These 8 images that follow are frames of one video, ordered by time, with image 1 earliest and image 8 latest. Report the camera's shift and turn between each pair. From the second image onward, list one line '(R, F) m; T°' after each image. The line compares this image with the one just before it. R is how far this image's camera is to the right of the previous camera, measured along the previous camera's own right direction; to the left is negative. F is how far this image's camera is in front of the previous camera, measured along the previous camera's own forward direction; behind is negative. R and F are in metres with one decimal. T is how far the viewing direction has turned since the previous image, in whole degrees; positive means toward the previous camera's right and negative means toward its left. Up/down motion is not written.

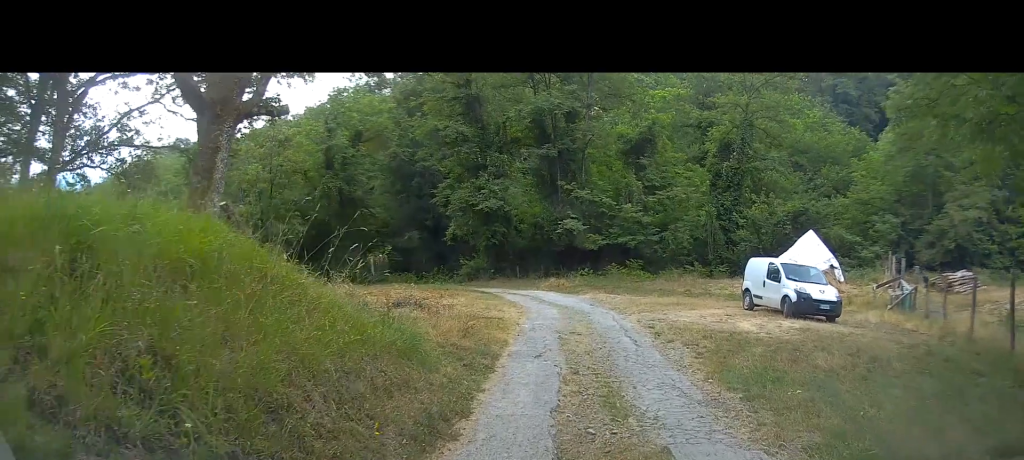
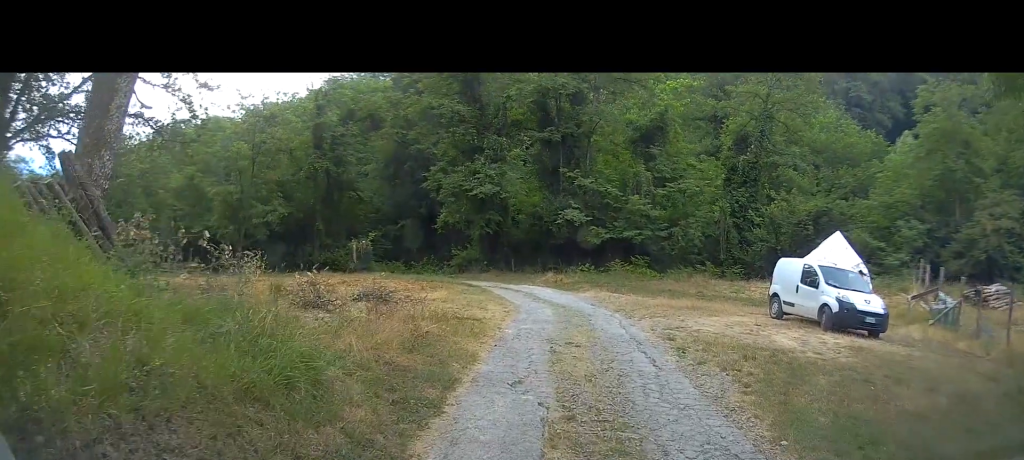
(+0.3, +2.9) m; +9°
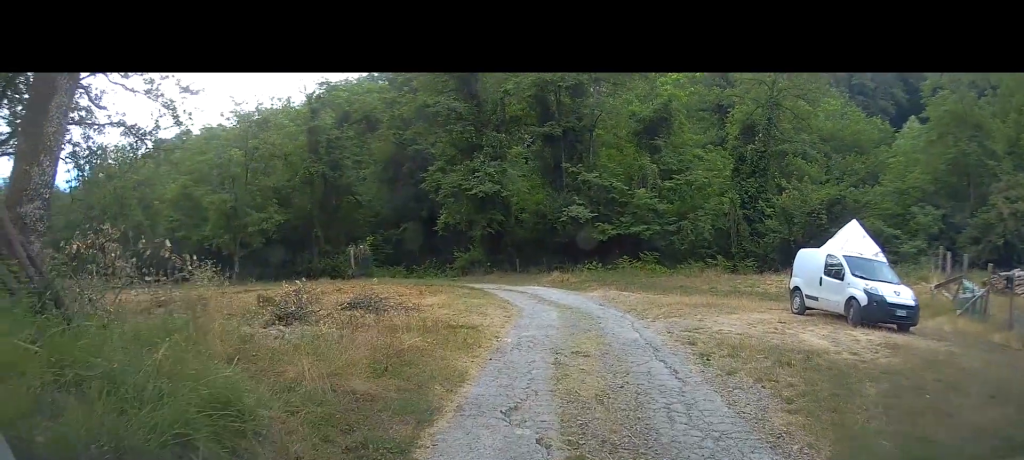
(+0.2, +1.2) m; +1°
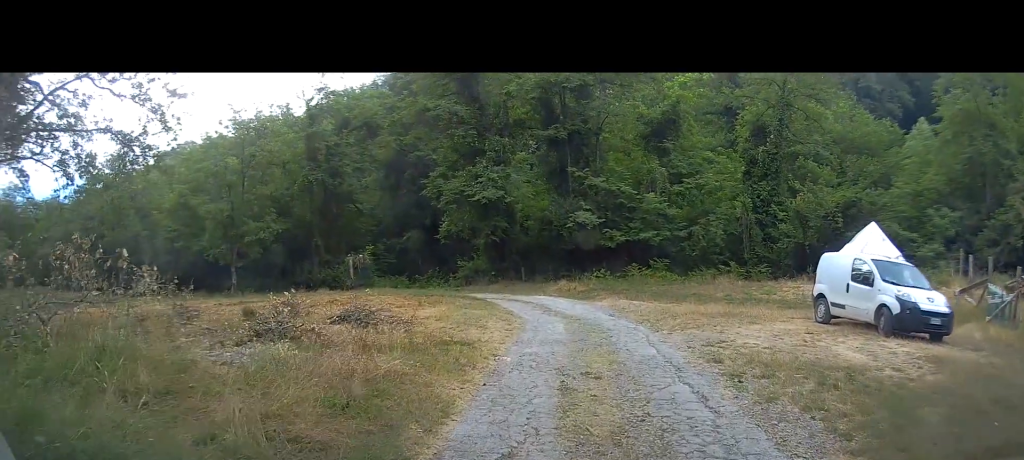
(-0.1, +1.2) m; -6°
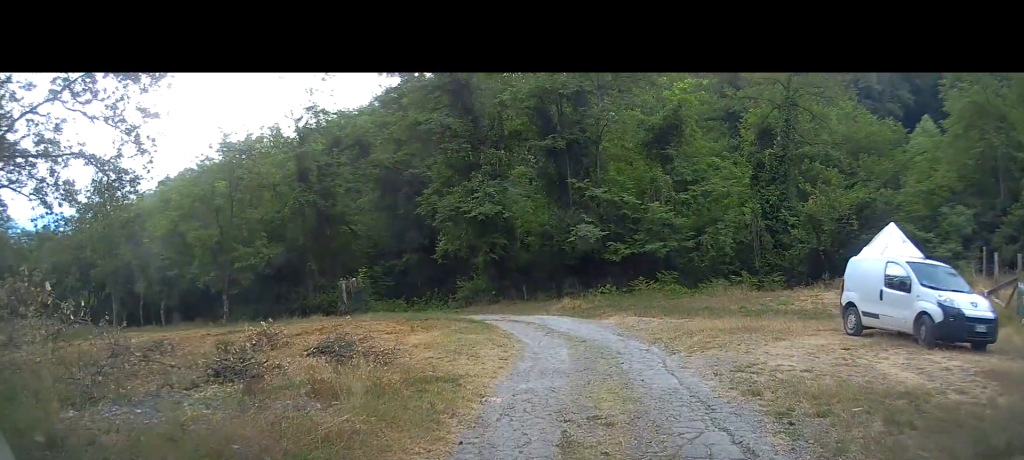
(-0.1, +1.6) m; -5°
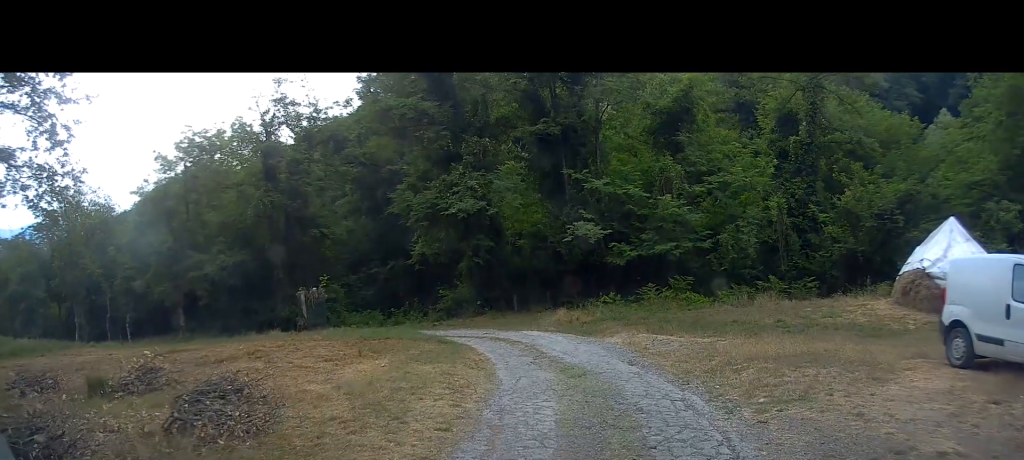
(+0.2, +4.6) m; +10°
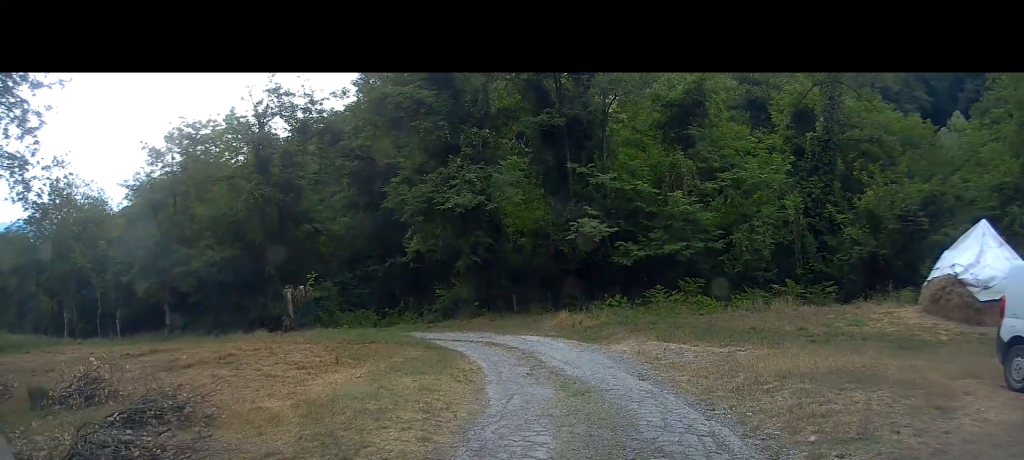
(+0.2, +1.7) m; +3°
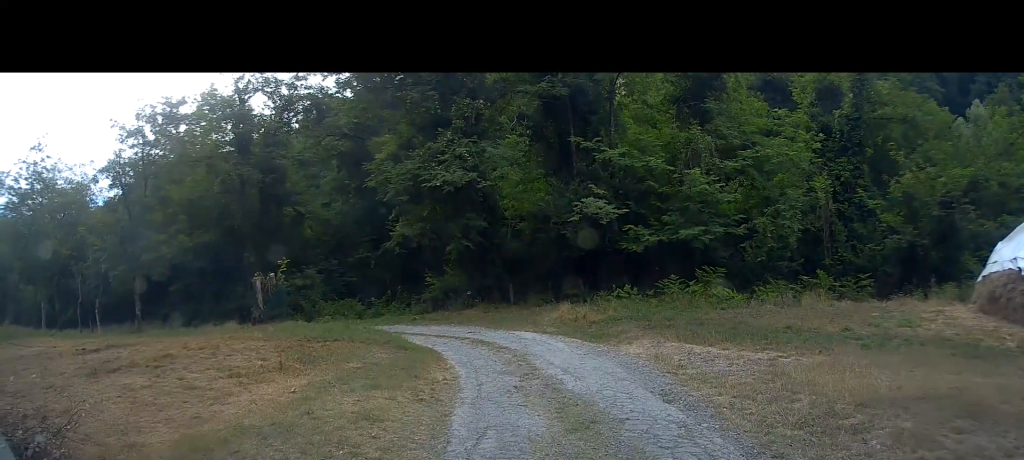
(0.0, +3.0) m; +6°
